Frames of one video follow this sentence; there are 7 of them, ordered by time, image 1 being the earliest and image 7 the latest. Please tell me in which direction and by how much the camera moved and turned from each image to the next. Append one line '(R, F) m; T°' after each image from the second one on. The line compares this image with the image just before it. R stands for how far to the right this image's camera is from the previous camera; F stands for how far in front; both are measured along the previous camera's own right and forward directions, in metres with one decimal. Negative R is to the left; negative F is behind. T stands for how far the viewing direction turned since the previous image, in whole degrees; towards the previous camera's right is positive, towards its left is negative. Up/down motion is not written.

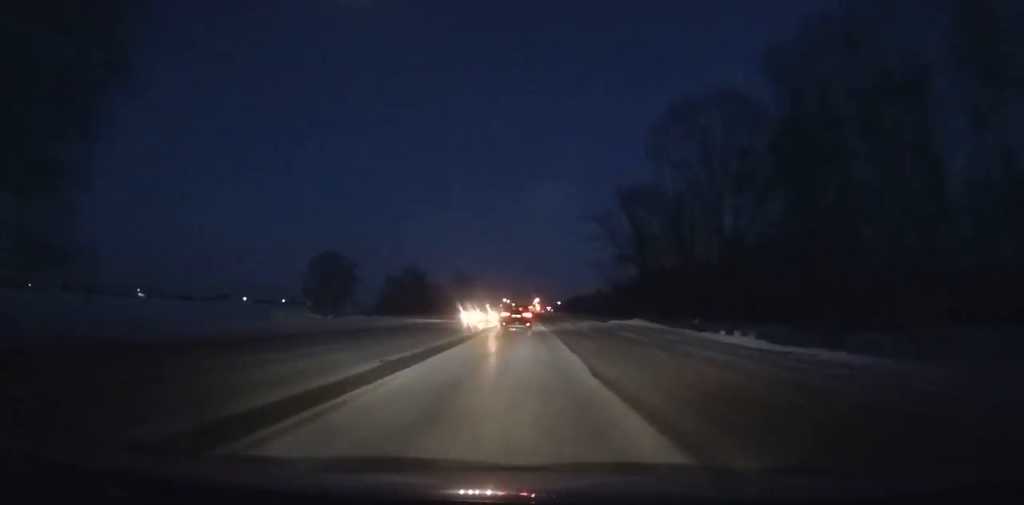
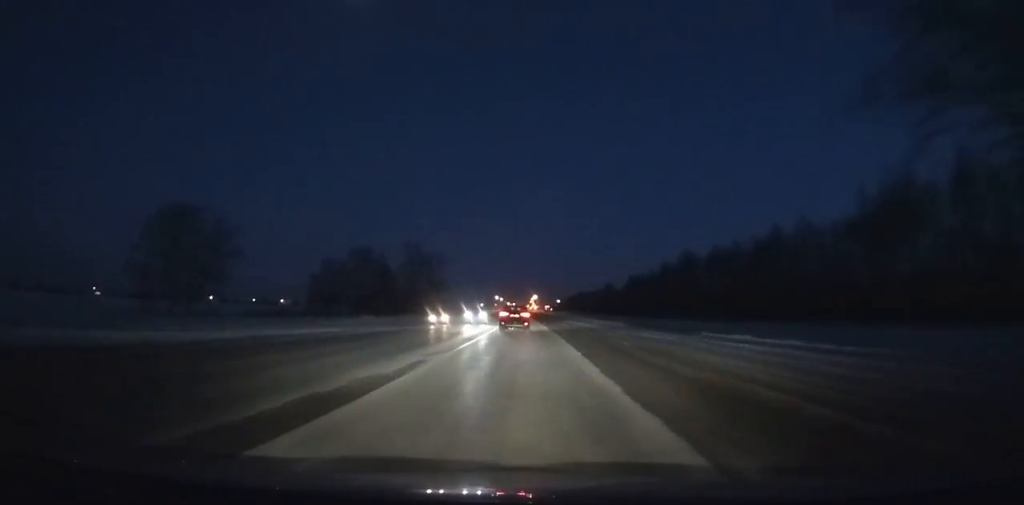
(+0.1, +70.5) m; 0°
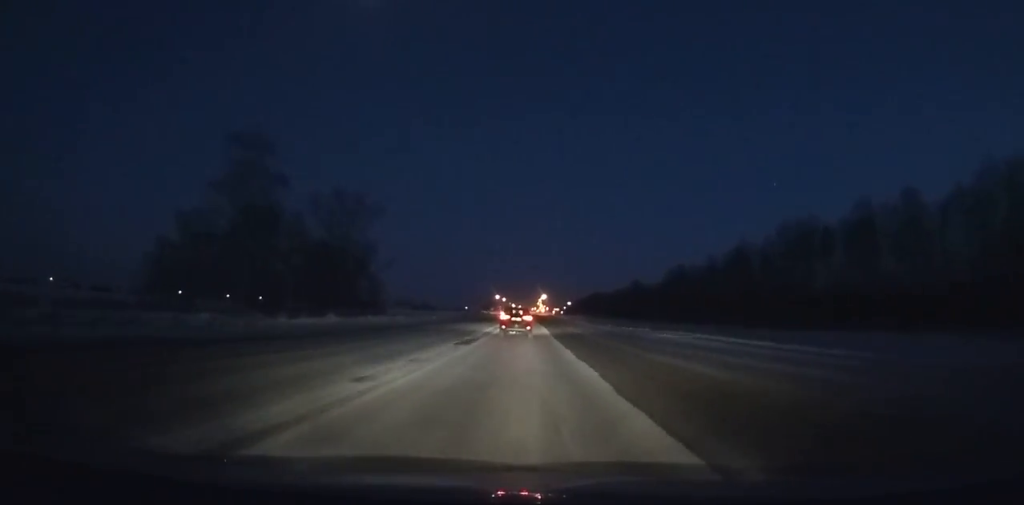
(-0.2, +72.1) m; 0°
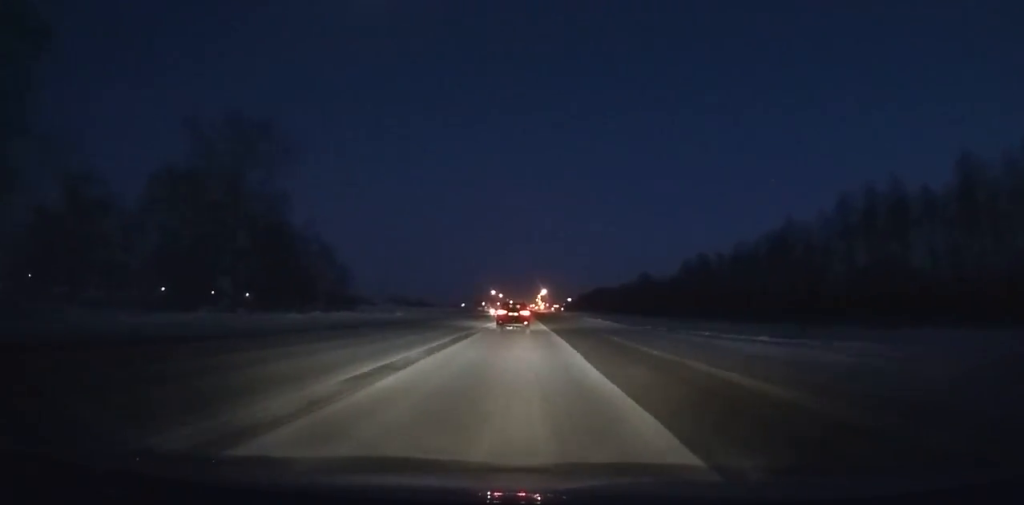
(0.0, +26.5) m; 0°
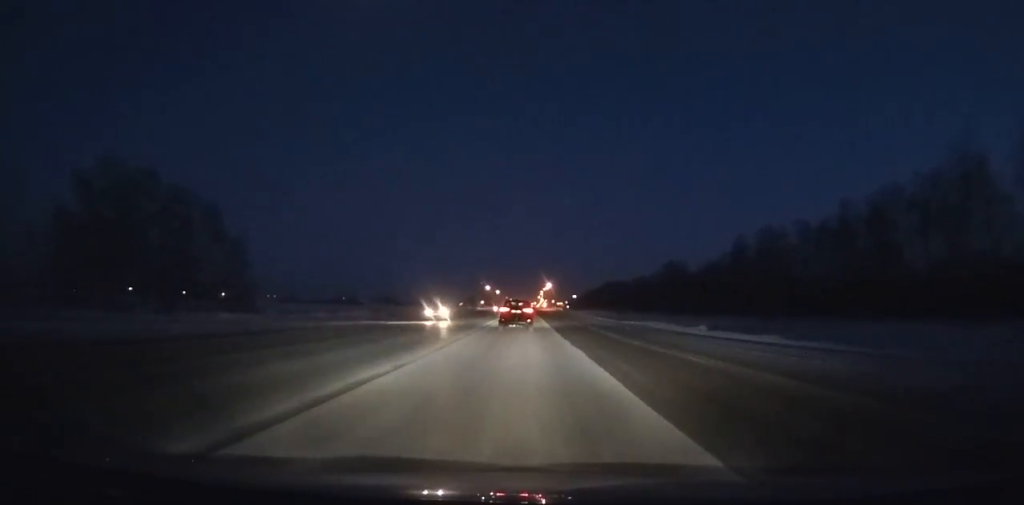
(-0.1, +51.2) m; 0°
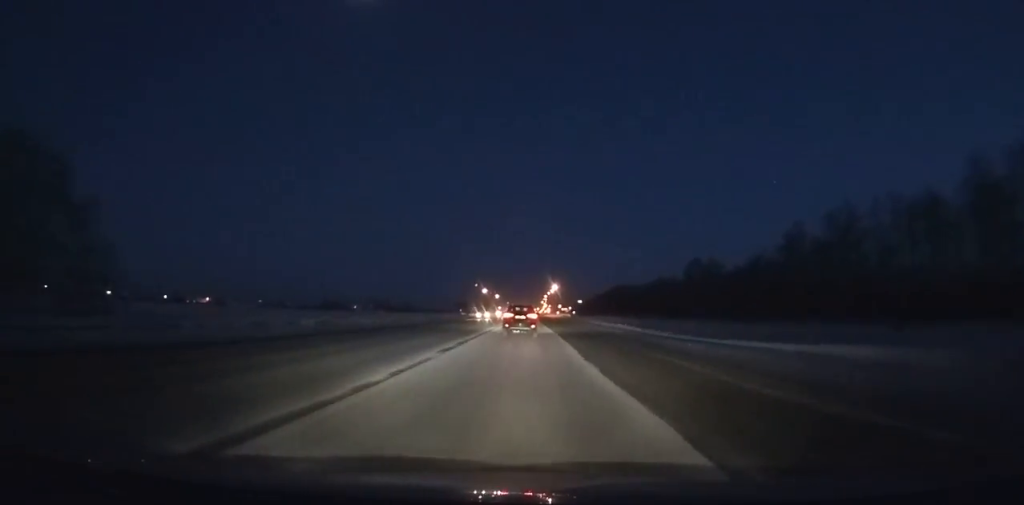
(0.0, +32.2) m; 0°
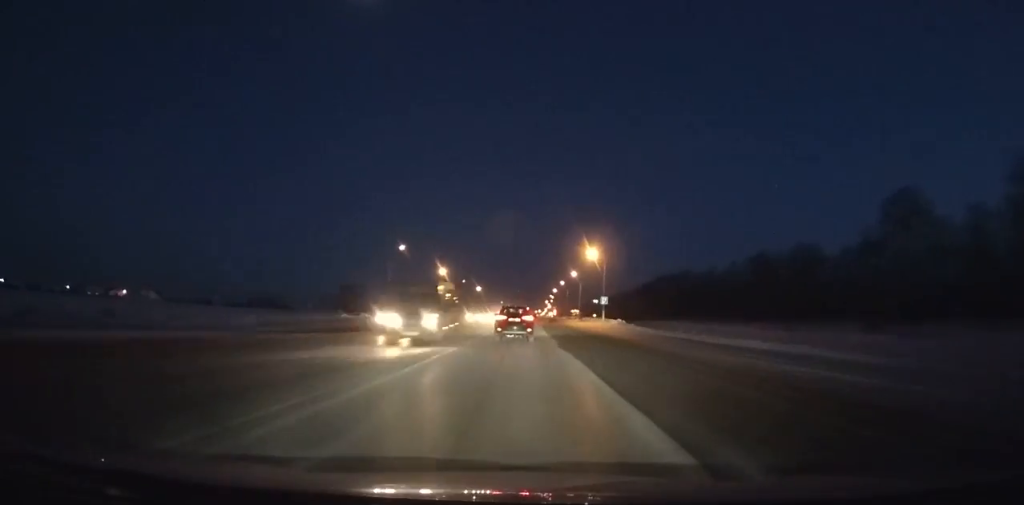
(+0.1, +112.5) m; 0°
